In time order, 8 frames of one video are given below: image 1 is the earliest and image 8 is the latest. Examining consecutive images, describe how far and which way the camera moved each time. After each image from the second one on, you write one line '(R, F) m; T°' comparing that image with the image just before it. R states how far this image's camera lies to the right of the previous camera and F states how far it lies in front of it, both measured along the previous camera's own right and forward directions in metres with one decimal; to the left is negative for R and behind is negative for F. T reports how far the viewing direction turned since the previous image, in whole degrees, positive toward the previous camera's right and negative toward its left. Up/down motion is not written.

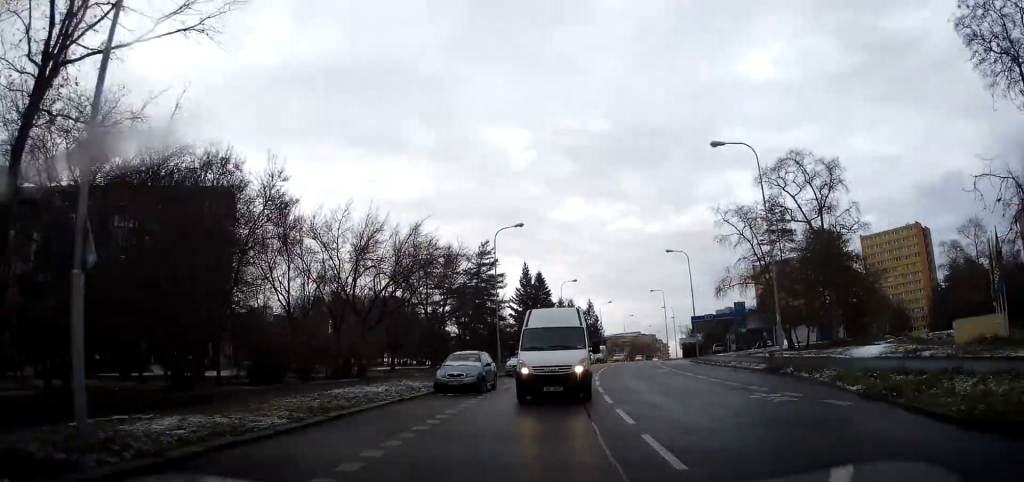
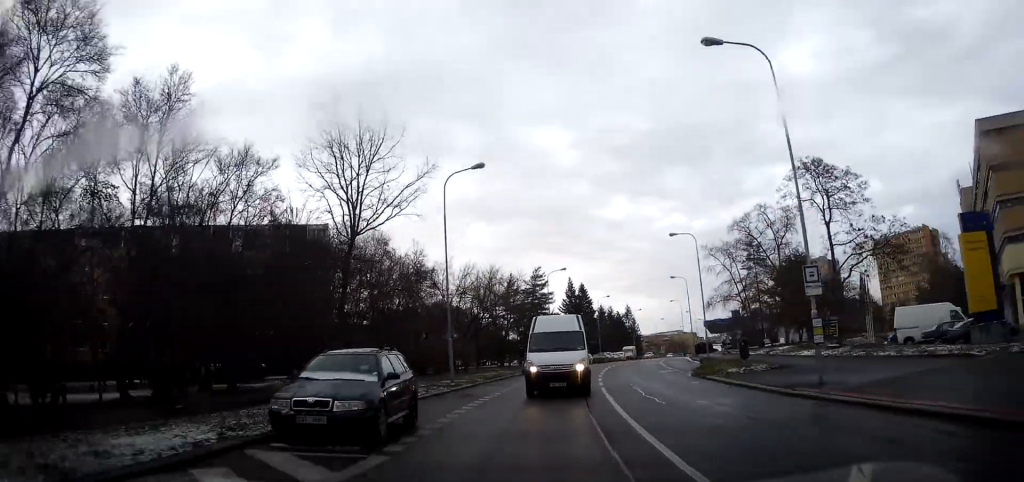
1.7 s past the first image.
(-1.1, +22.1) m; -6°
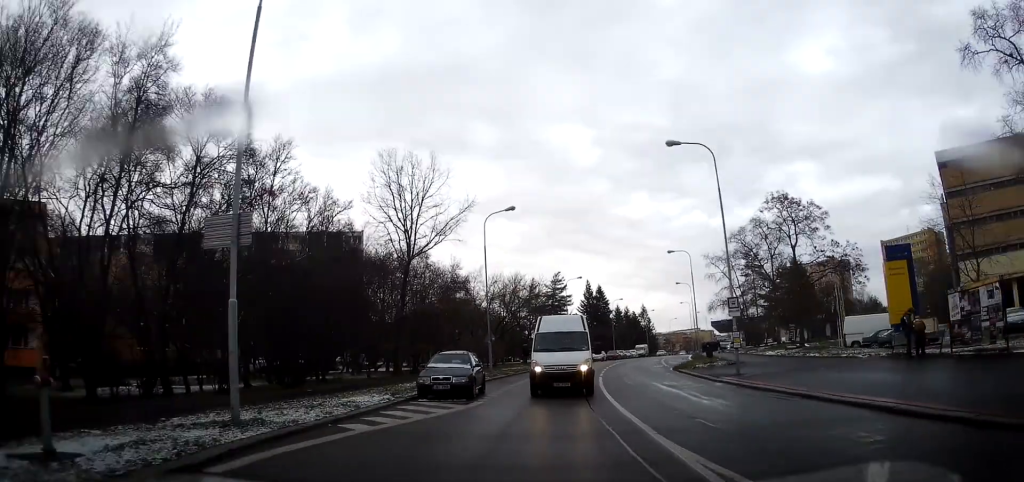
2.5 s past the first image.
(-0.2, +9.4) m; -2°
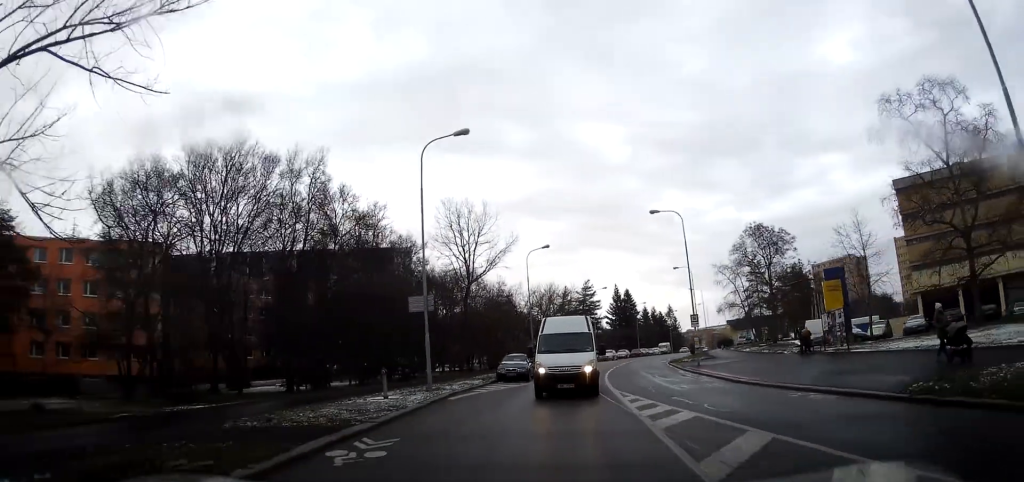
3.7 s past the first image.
(-0.3, +14.2) m; -5°
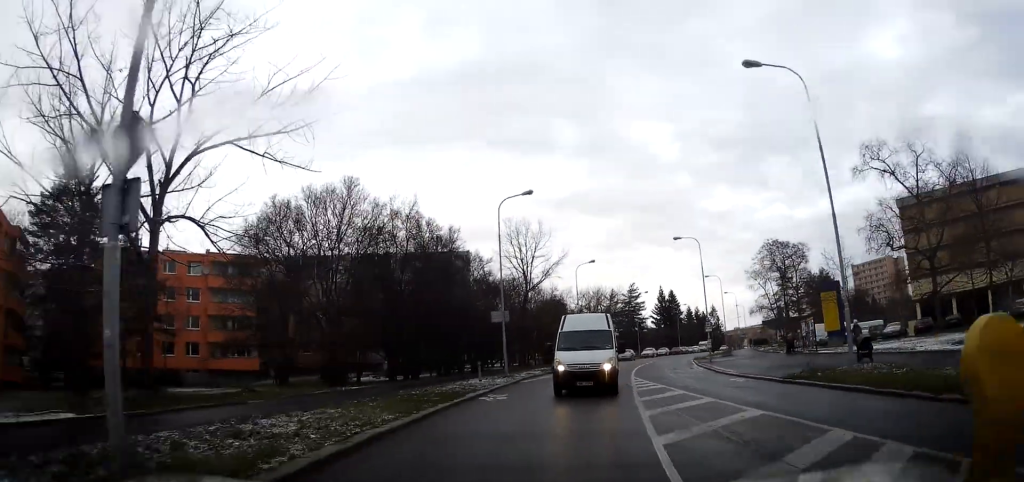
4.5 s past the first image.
(-0.5, +10.1) m; -4°
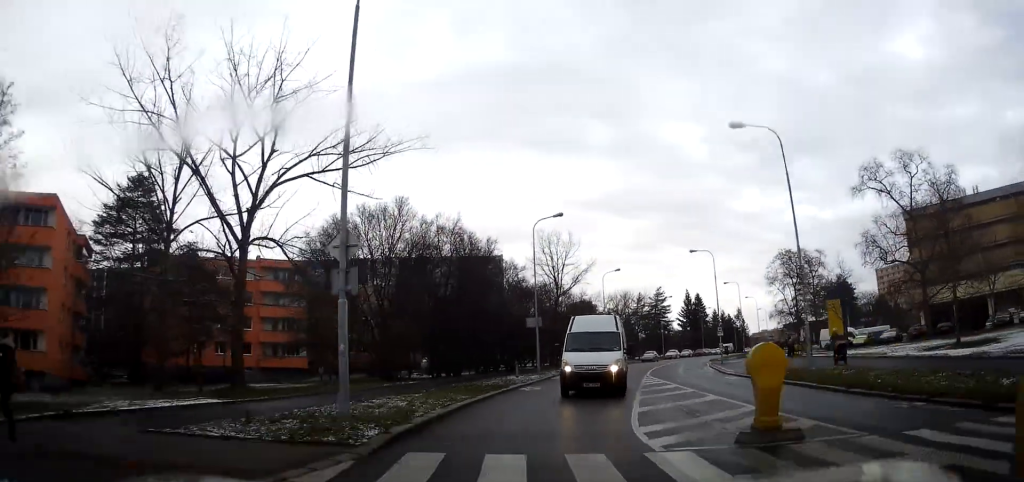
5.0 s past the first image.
(-0.2, +5.5) m; -2°
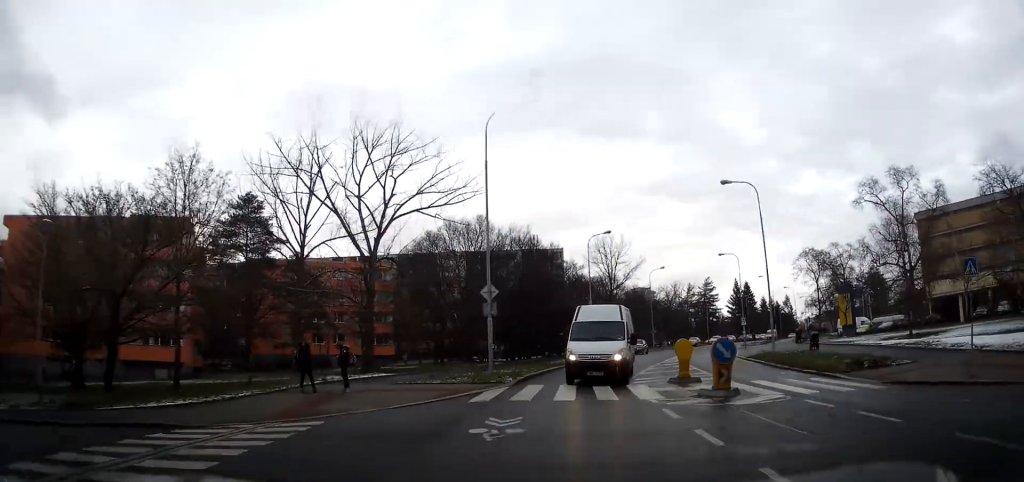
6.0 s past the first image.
(-0.1, +11.7) m; -5°
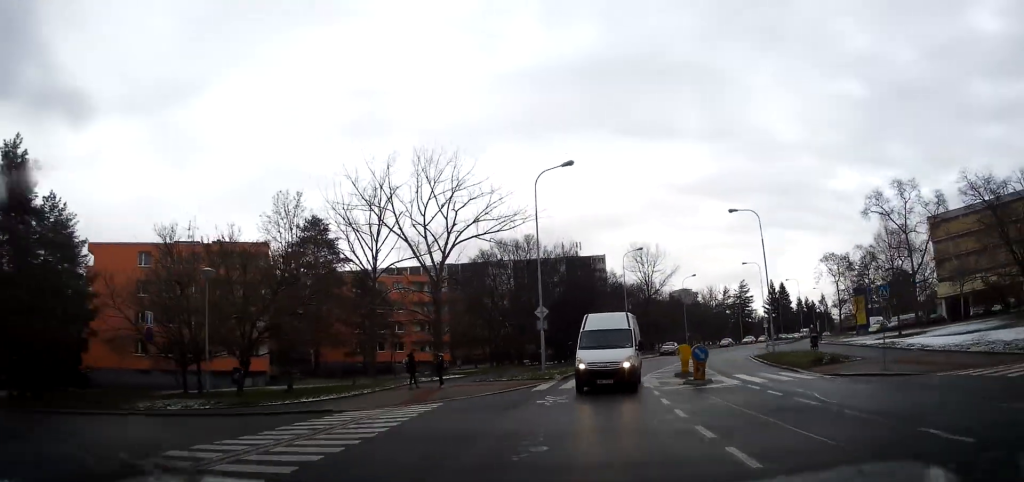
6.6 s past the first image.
(-0.6, +7.4) m; -5°
